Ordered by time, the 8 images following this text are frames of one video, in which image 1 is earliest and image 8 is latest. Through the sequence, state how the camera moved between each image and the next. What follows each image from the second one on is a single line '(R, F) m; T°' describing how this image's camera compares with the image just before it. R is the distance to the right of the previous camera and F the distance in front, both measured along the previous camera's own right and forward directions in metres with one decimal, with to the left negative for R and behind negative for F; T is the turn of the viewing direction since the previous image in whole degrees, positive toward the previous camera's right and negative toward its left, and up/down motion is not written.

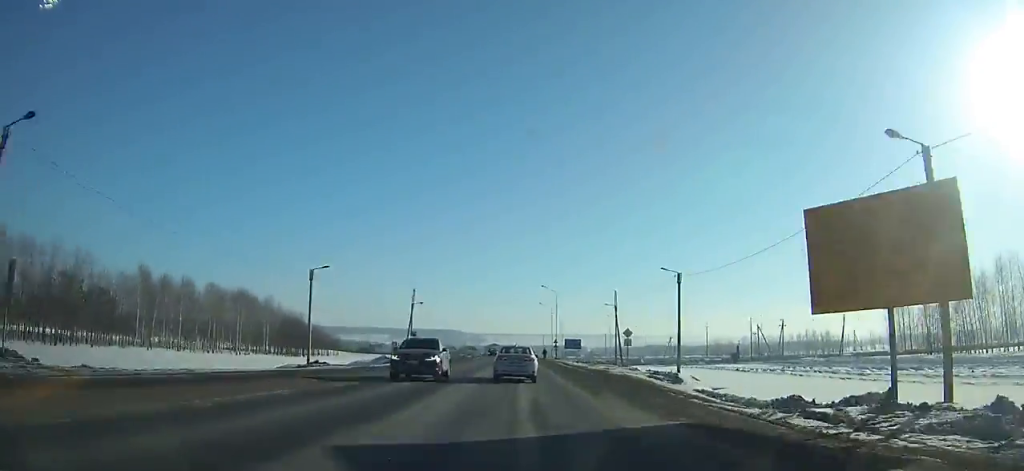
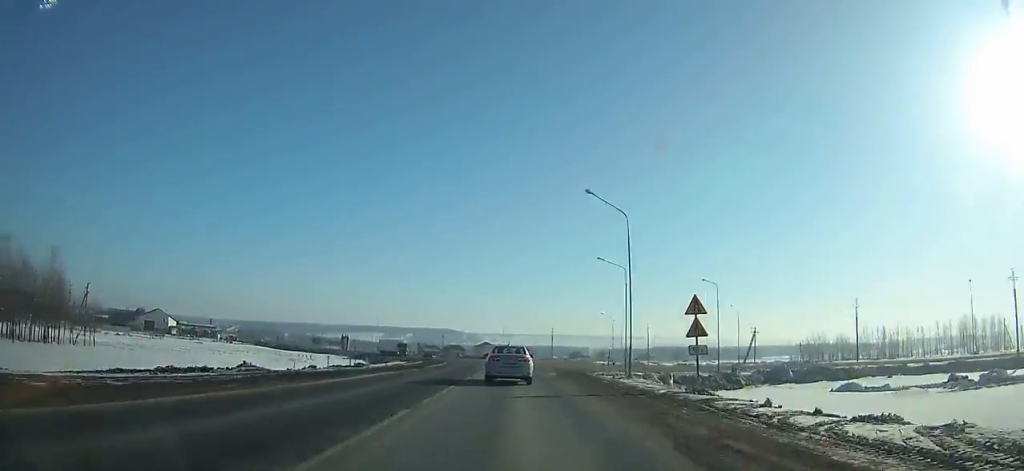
(+0.1, +80.8) m; -1°
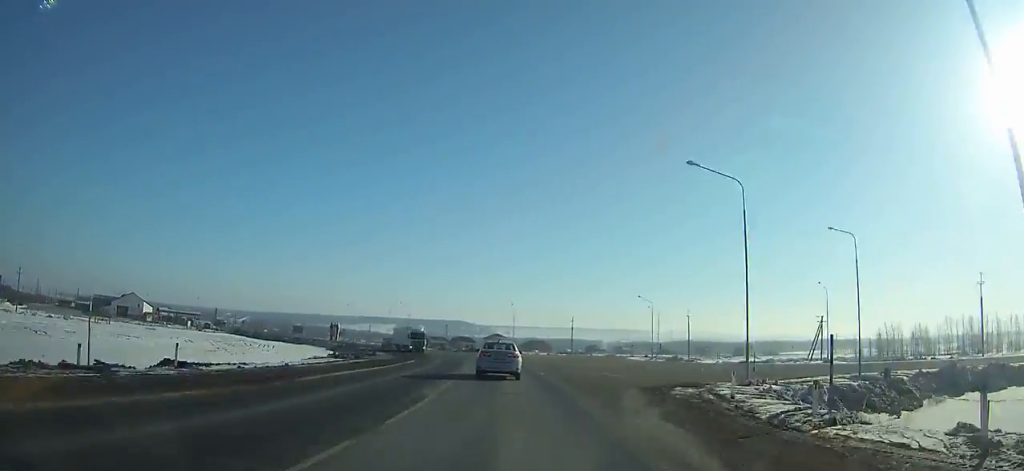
(-0.2, +27.4) m; -3°
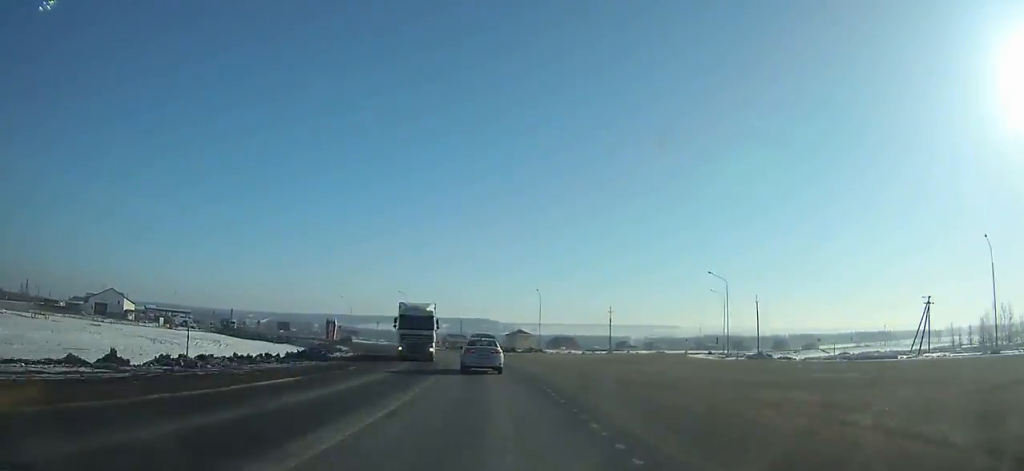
(-0.3, +27.1) m; -4°
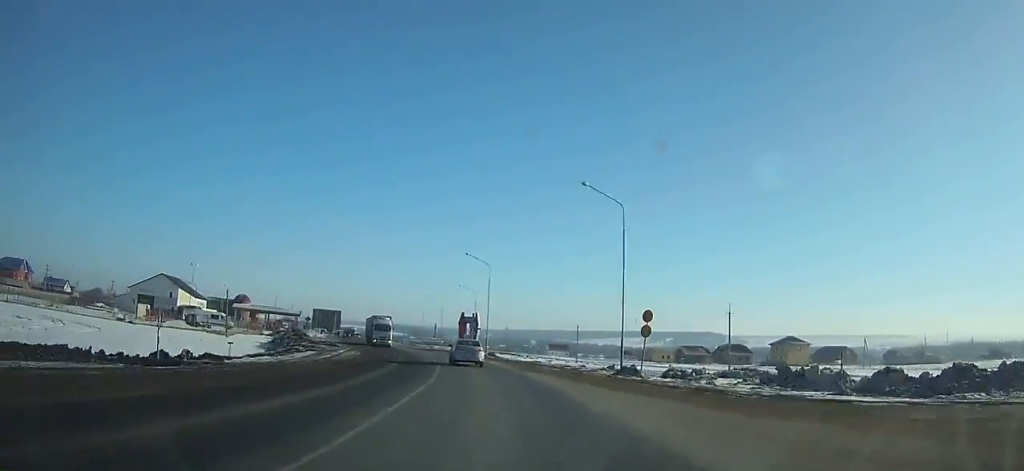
(-14.3, +83.6) m; -21°
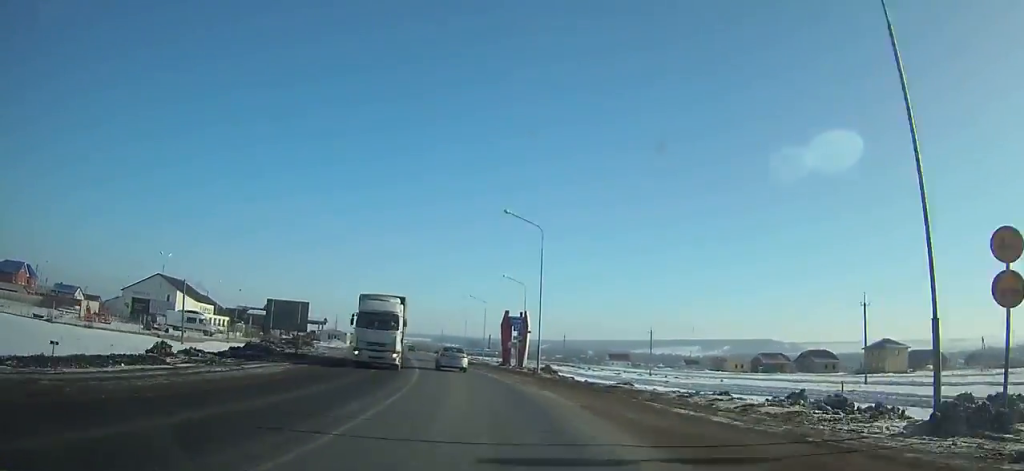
(-2.0, +23.6) m; -5°
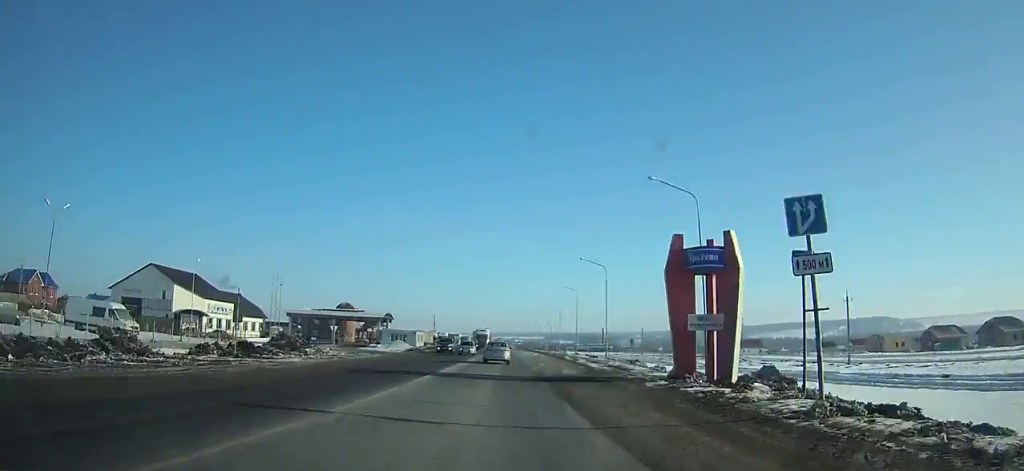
(-2.4, +37.6) m; -6°
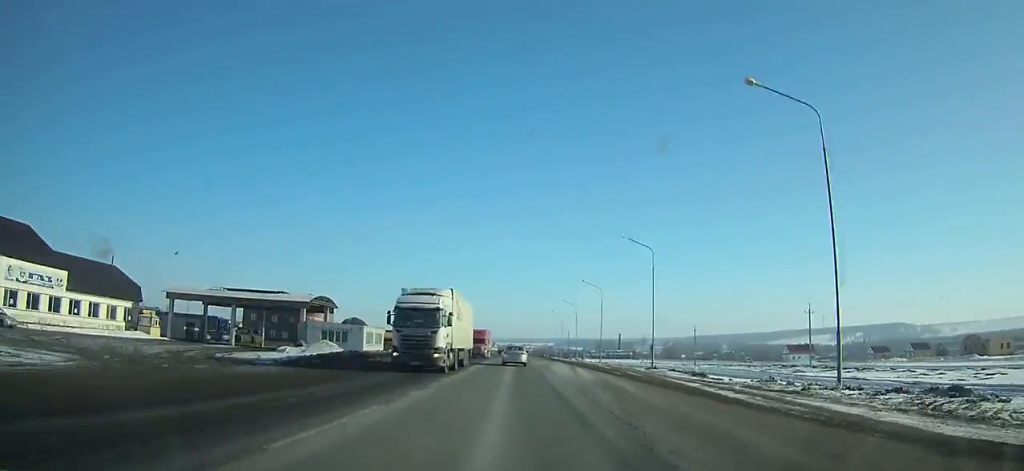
(-2.1, +44.0) m; -2°
